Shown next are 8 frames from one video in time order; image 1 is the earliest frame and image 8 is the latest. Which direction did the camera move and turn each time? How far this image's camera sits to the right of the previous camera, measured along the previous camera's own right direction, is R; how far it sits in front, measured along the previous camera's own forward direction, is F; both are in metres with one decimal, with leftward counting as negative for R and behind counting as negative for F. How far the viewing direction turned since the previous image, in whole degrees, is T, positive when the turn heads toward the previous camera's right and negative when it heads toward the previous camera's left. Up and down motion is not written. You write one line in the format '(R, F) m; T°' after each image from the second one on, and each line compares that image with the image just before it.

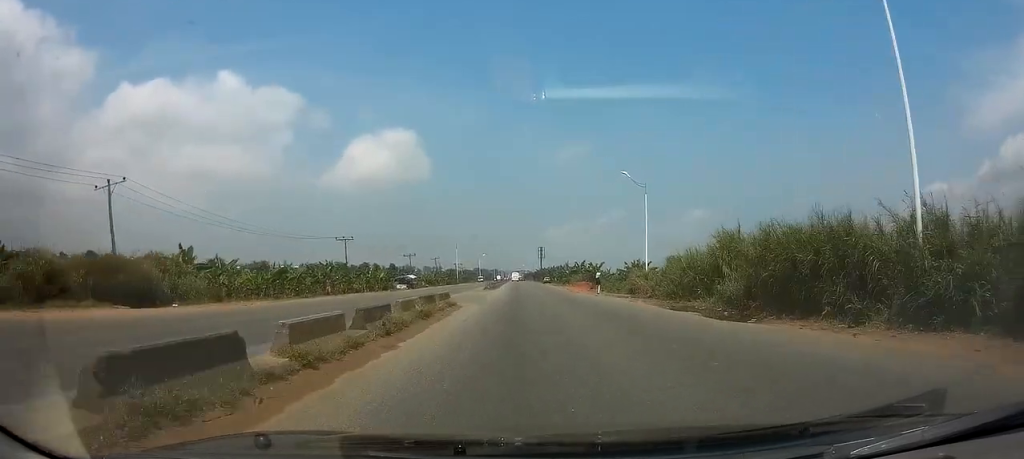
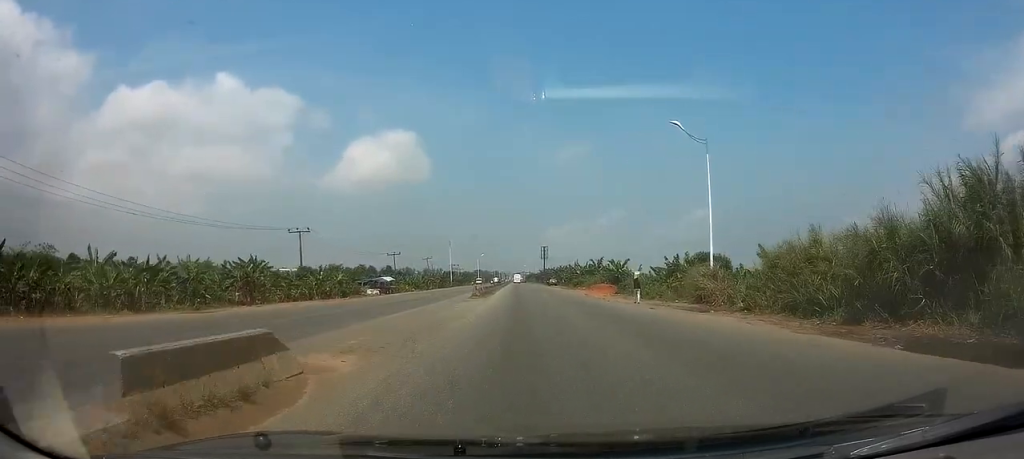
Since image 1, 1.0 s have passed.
(0.0, +17.7) m; 0°
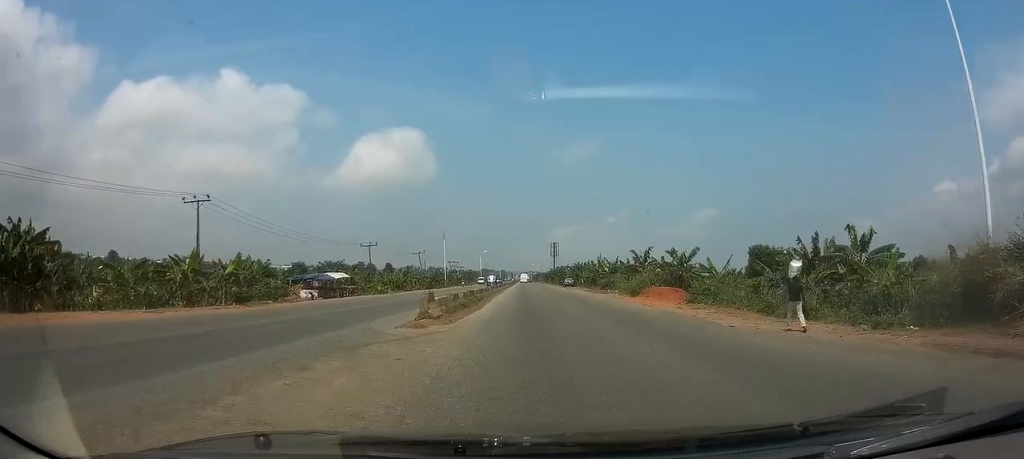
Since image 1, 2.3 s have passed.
(-0.1, +23.5) m; 0°
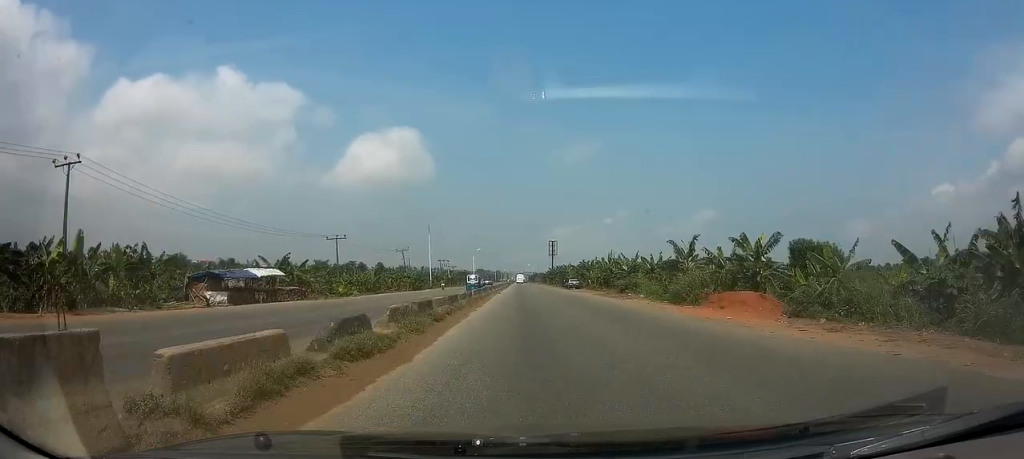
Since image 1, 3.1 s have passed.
(0.0, +14.3) m; 0°
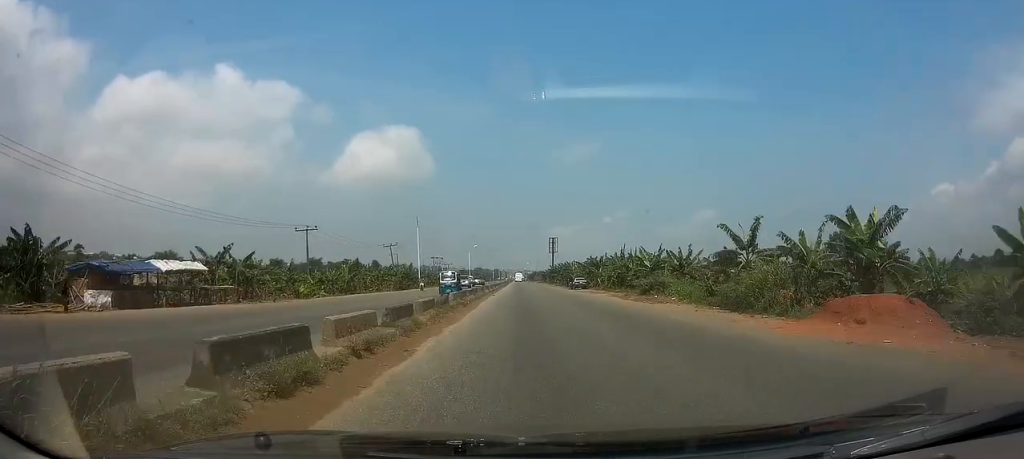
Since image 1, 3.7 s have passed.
(0.0, +10.1) m; 0°
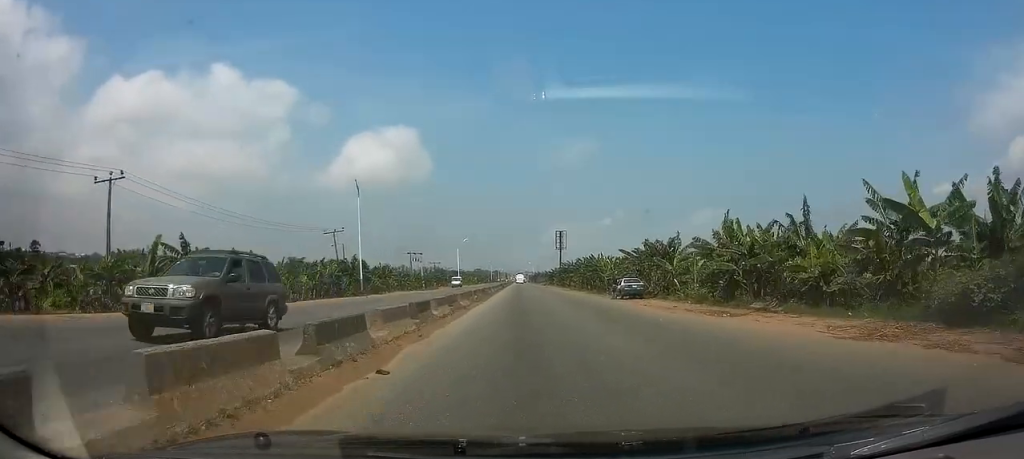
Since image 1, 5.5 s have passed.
(+0.1, +33.7) m; 0°
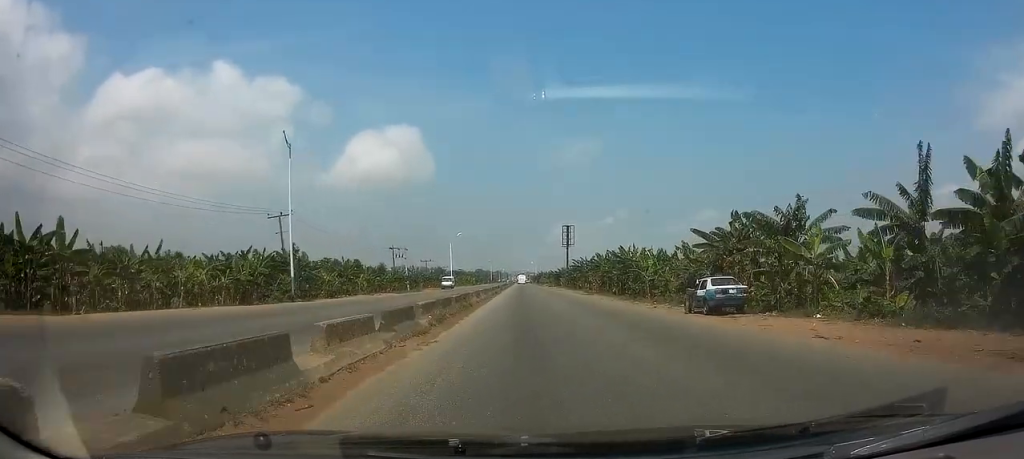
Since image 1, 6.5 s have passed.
(-0.1, +18.1) m; 0°
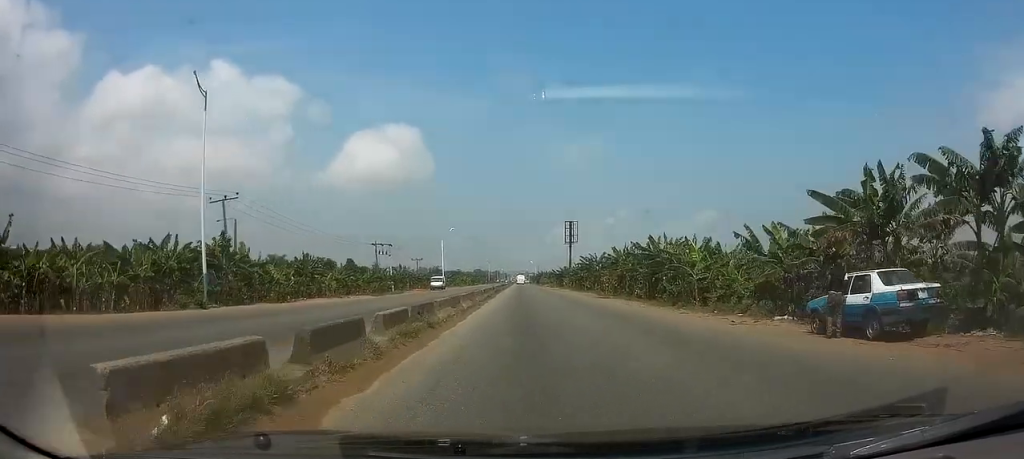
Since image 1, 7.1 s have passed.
(0.0, +11.6) m; 0°
